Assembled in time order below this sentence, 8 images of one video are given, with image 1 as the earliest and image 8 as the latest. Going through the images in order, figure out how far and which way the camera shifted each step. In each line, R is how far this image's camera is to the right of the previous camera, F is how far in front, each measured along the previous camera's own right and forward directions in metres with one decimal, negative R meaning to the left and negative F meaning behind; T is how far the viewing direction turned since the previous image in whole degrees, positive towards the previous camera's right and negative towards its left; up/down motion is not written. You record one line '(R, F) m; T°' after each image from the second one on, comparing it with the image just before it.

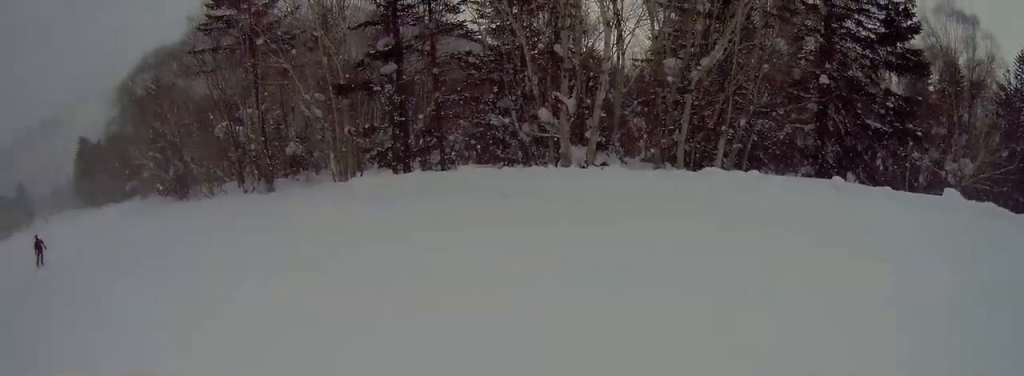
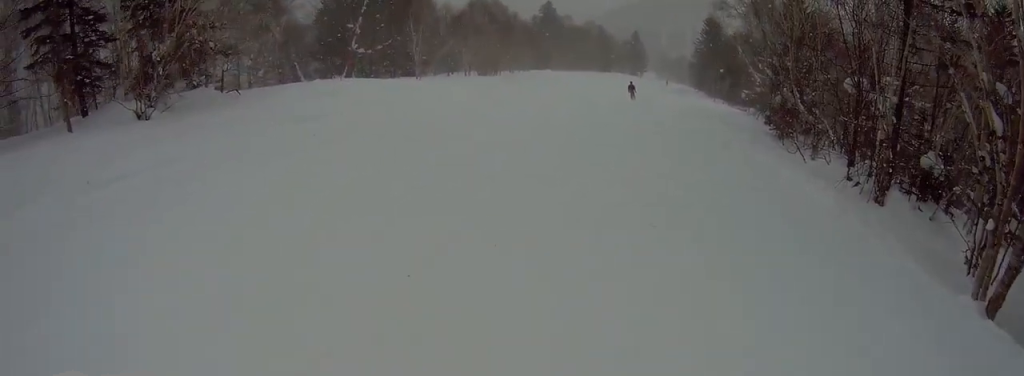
(-0.9, +9.9) m; -18°
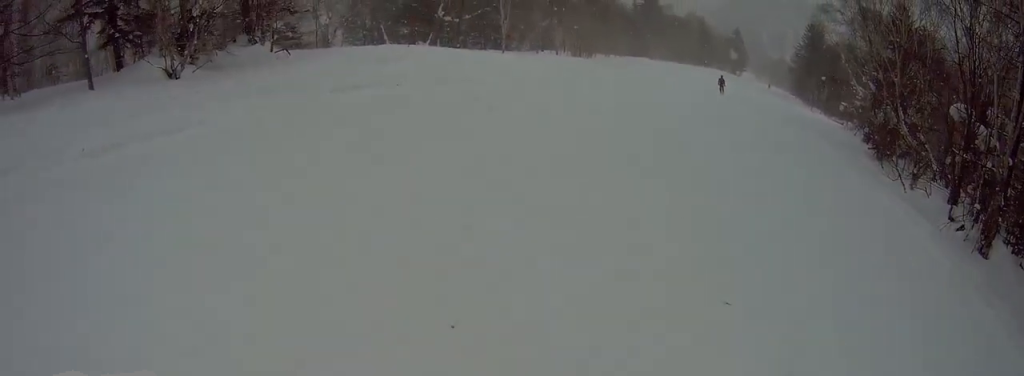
(-0.2, +1.8) m; -12°
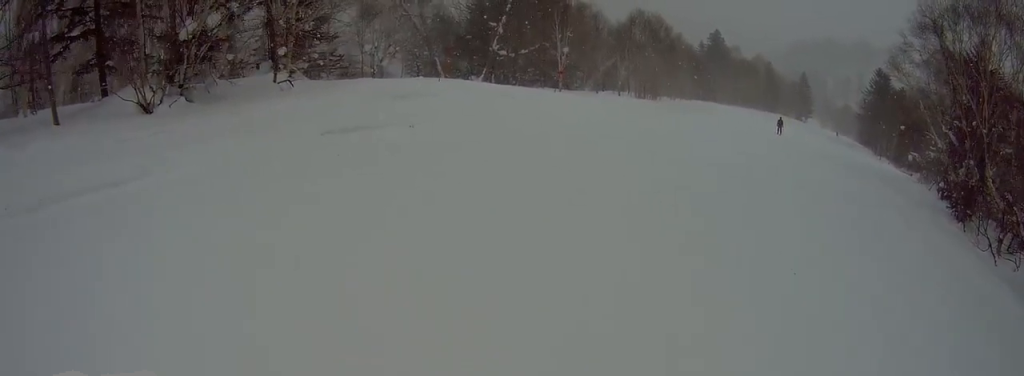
(-1.5, +3.2) m; -21°
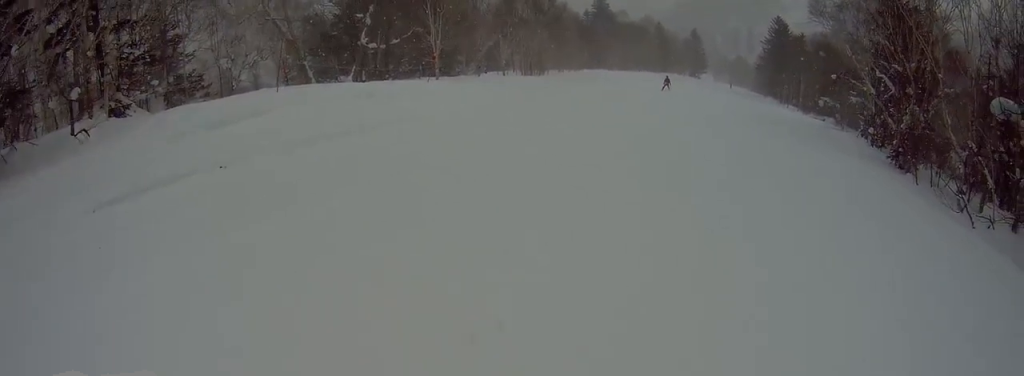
(-0.2, +4.3) m; +8°
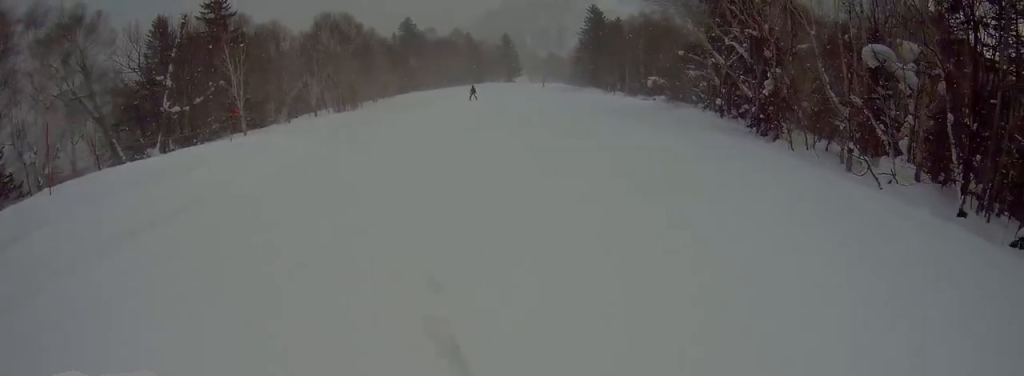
(+0.1, +3.2) m; +9°
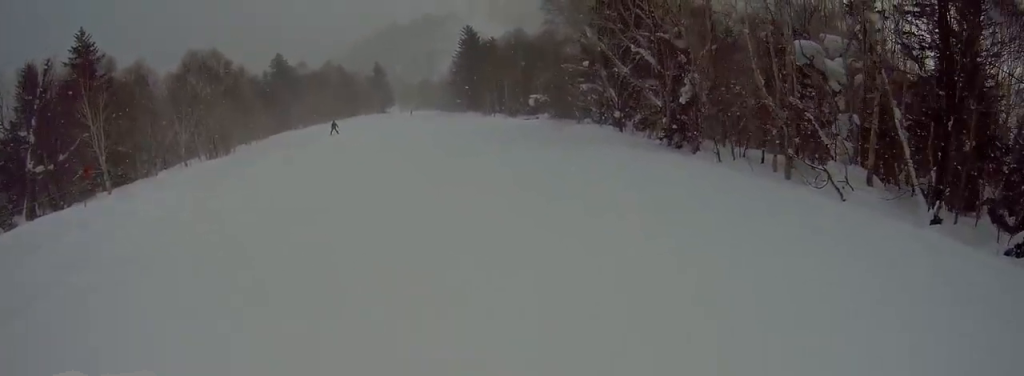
(+0.8, +3.6) m; +8°
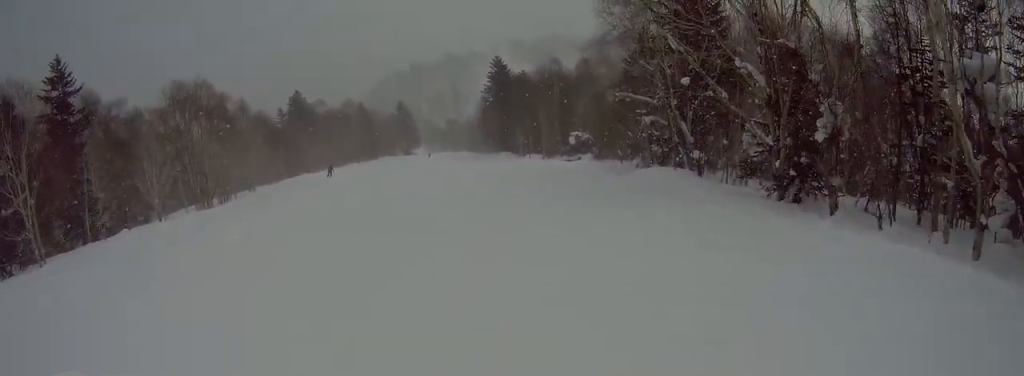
(+0.6, +9.0) m; +4°
